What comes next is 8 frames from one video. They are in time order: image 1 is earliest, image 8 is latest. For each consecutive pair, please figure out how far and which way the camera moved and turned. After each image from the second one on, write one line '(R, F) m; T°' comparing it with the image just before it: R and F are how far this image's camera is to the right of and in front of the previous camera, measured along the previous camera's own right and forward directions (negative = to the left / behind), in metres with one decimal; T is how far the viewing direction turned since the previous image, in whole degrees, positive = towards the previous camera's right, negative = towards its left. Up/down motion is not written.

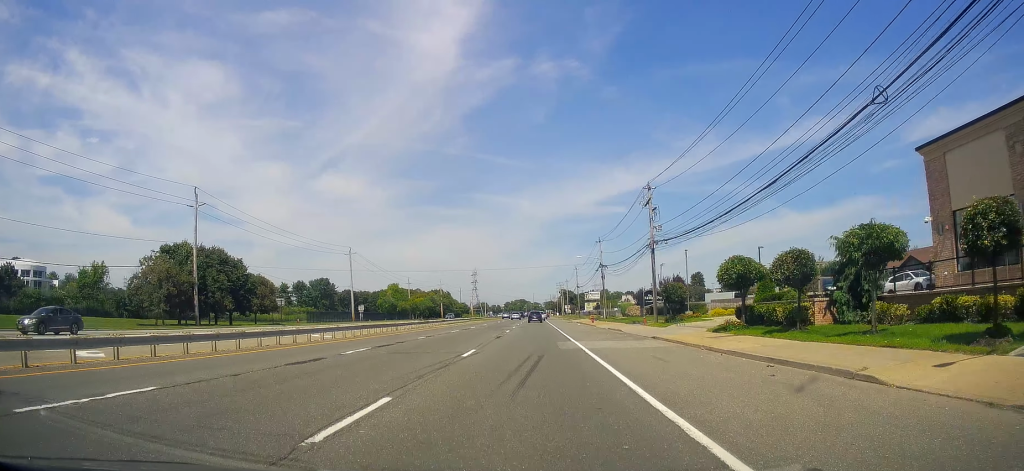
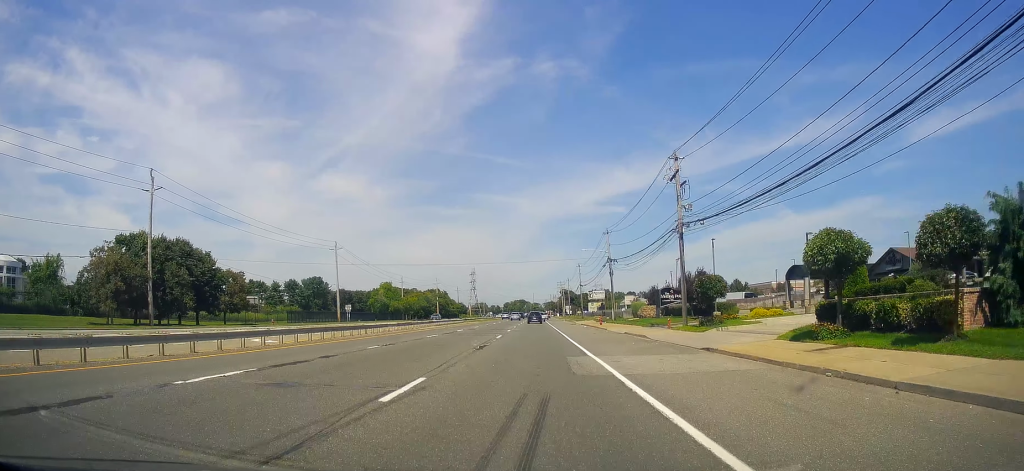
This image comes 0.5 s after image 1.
(0.0, +9.1) m; 0°
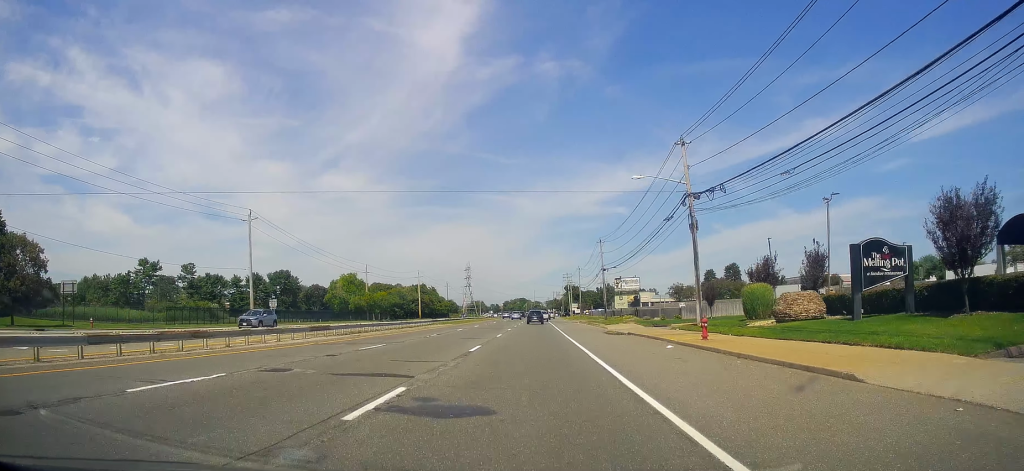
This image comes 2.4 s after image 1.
(0.0, +38.2) m; 0°
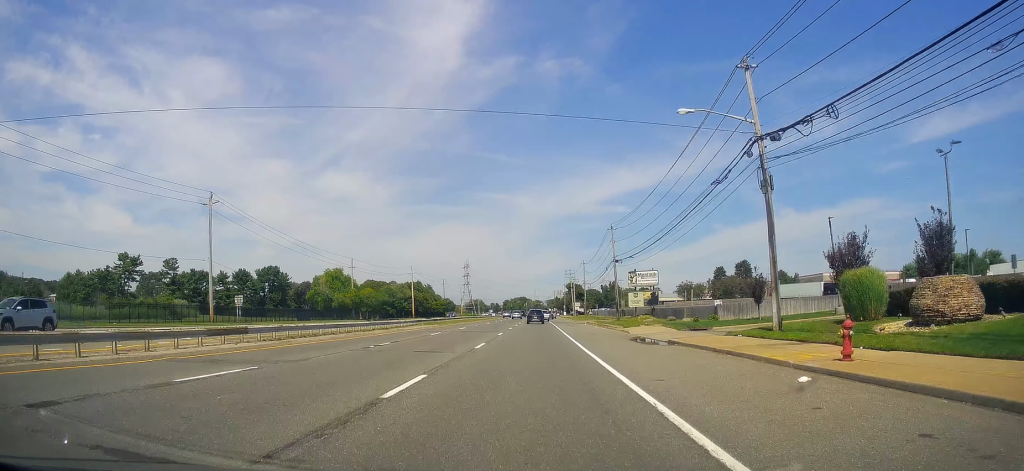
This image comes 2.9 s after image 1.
(0.0, +10.9) m; 0°
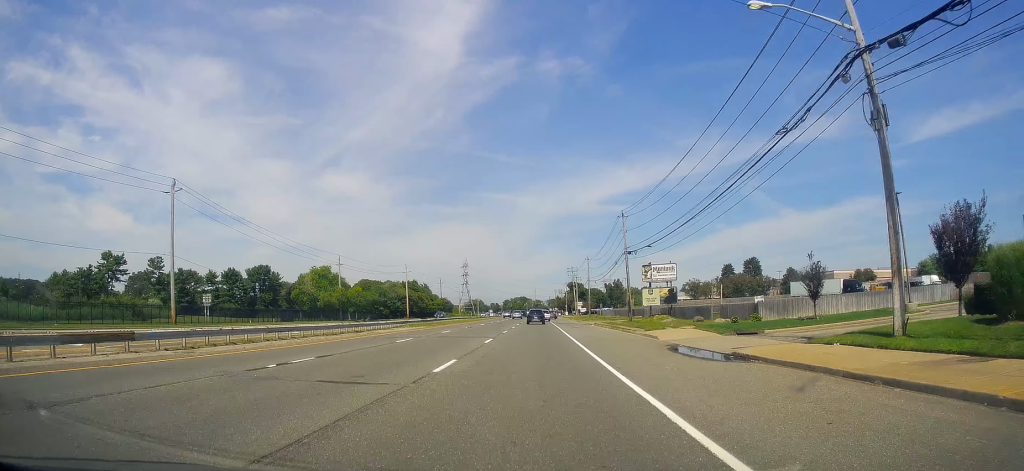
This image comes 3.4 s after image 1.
(0.0, +9.3) m; 0°
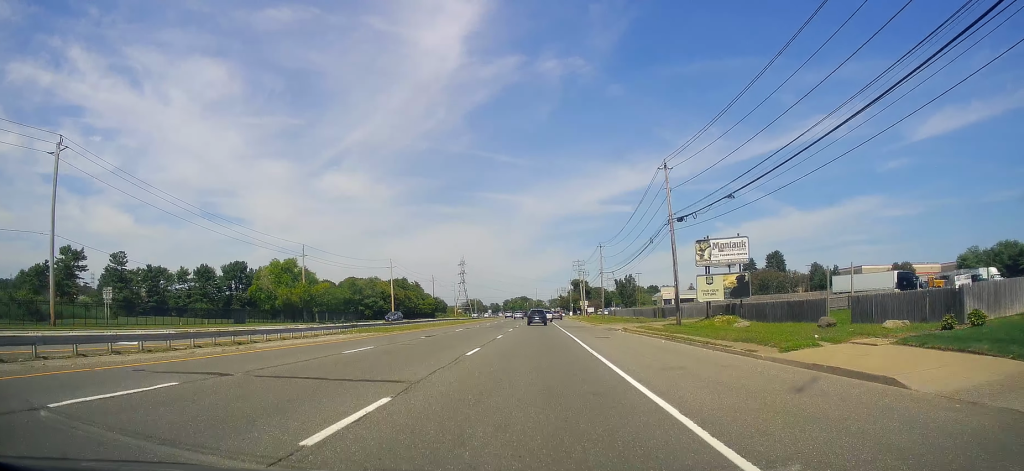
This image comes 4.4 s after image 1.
(0.0, +20.1) m; 0°
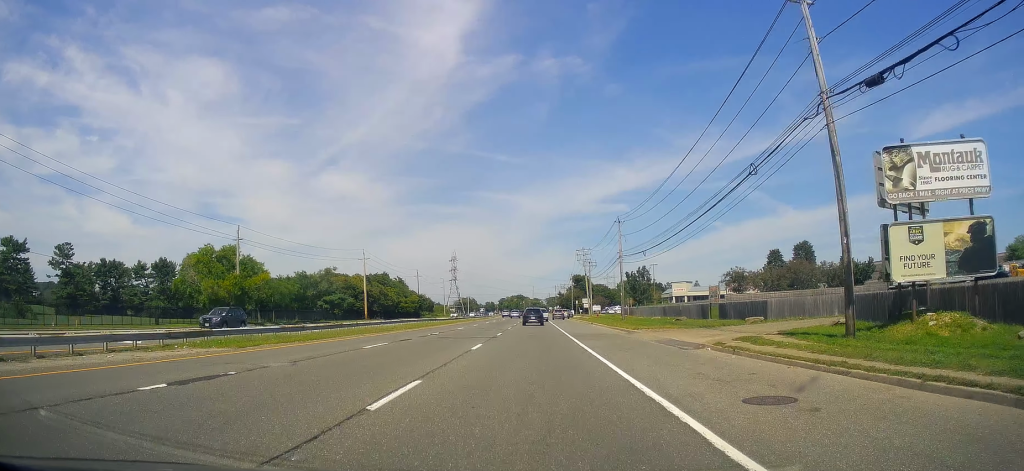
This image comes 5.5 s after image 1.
(0.0, +23.0) m; 0°
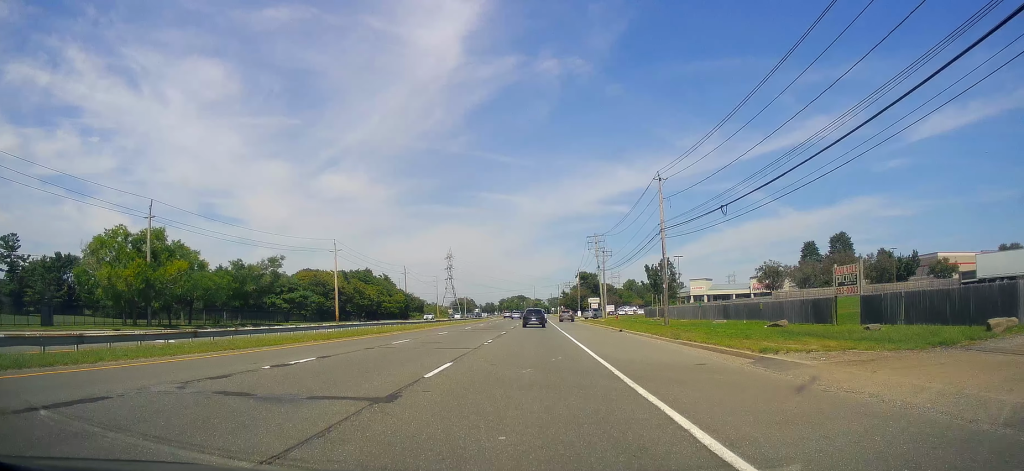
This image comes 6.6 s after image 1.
(0.0, +20.9) m; -1°
